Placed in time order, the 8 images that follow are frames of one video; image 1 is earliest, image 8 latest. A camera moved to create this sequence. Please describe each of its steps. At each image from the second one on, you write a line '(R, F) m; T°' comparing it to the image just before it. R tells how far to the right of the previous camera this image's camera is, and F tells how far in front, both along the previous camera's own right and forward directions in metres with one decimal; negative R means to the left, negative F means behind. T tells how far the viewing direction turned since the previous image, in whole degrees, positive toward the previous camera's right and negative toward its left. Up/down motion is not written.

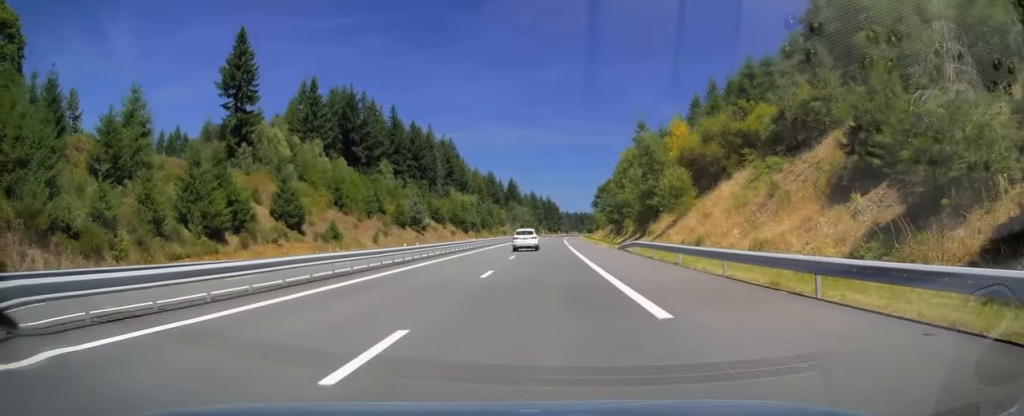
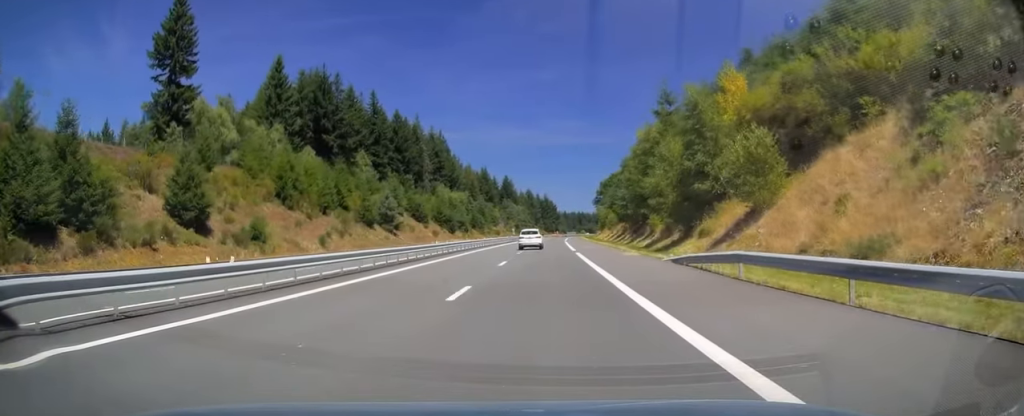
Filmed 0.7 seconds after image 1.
(-0.1, +19.3) m; 0°
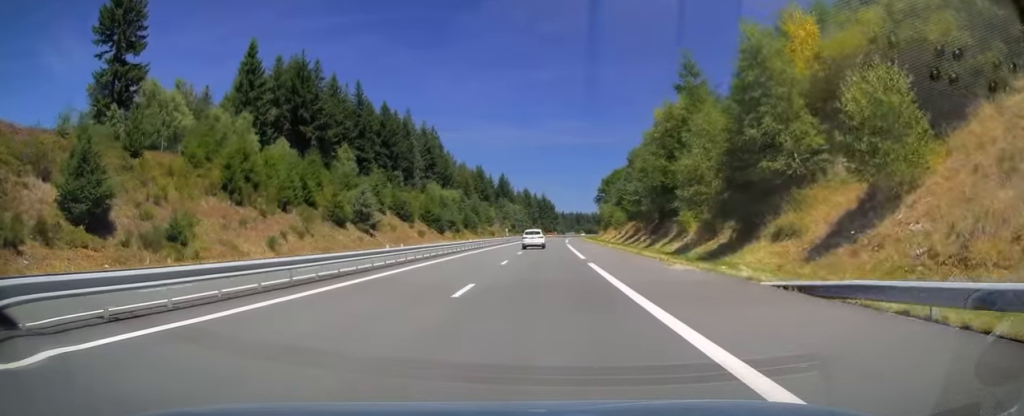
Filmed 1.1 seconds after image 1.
(0.0, +12.3) m; 0°
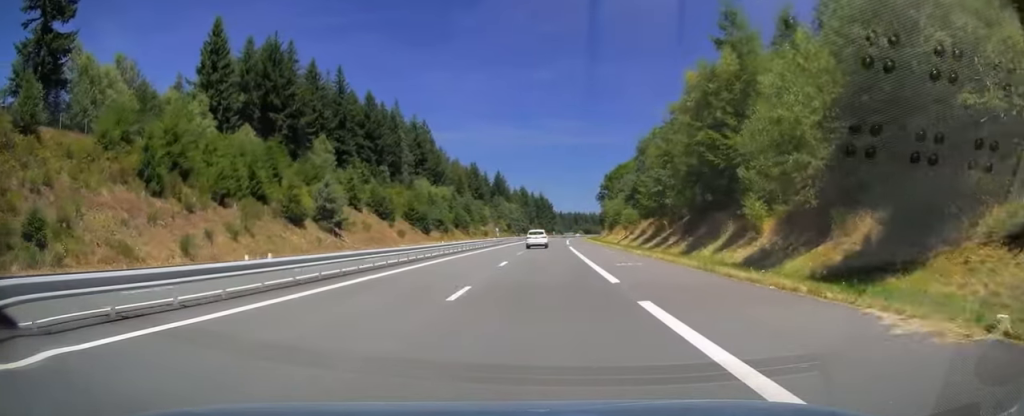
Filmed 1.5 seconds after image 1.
(-0.1, +13.8) m; 0°
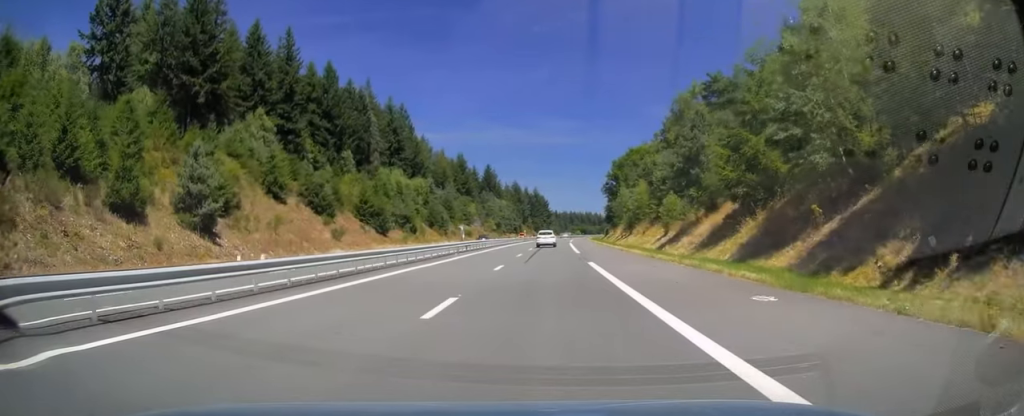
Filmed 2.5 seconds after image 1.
(+0.4, +28.6) m; +1°
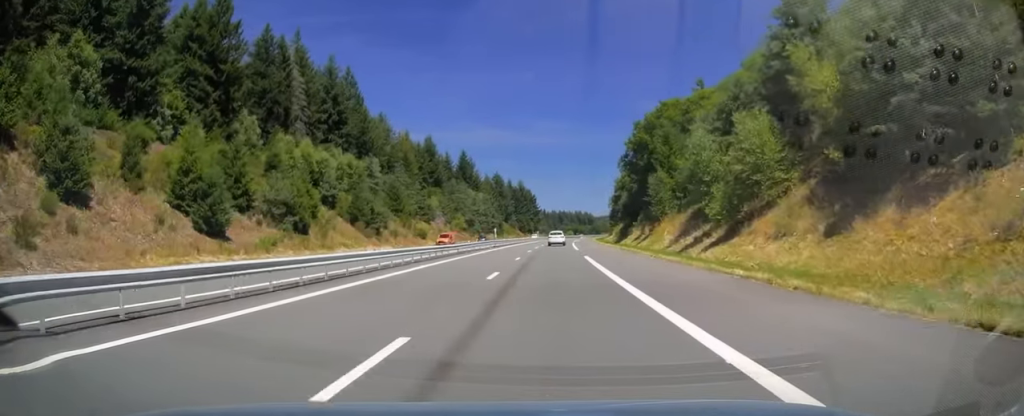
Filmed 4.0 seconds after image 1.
(+0.2, +45.3) m; +1°
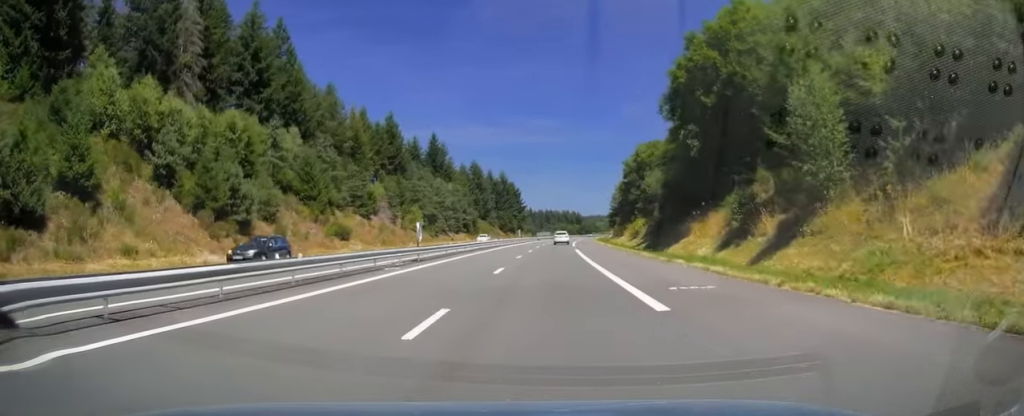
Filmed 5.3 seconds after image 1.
(+0.1, +36.4) m; +1°
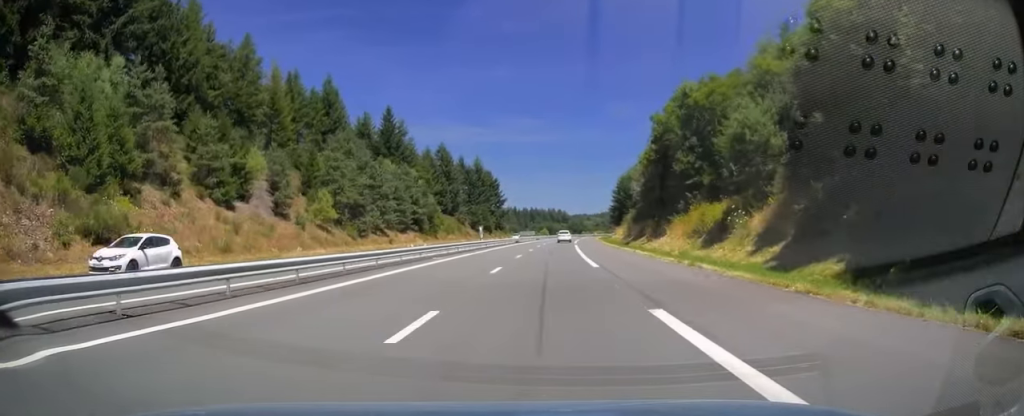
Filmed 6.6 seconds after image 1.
(+0.7, +39.2) m; +2°
